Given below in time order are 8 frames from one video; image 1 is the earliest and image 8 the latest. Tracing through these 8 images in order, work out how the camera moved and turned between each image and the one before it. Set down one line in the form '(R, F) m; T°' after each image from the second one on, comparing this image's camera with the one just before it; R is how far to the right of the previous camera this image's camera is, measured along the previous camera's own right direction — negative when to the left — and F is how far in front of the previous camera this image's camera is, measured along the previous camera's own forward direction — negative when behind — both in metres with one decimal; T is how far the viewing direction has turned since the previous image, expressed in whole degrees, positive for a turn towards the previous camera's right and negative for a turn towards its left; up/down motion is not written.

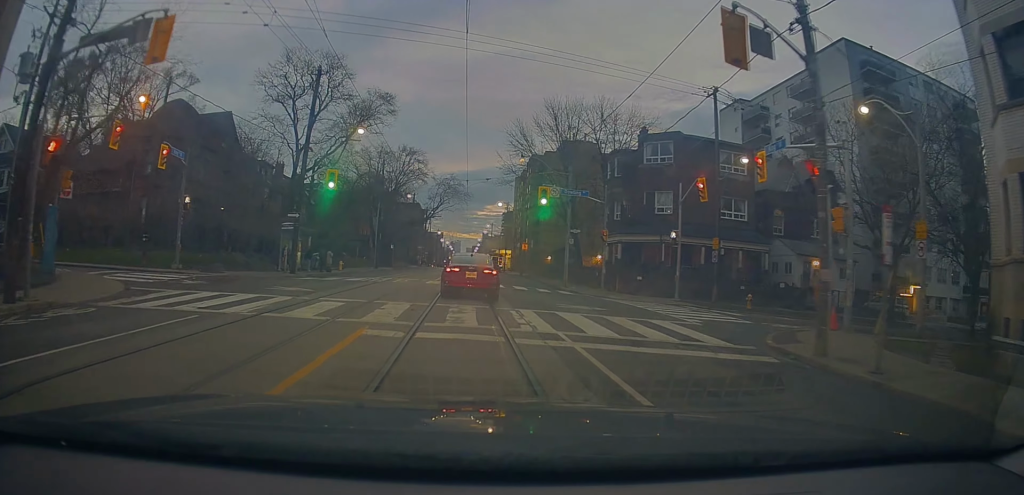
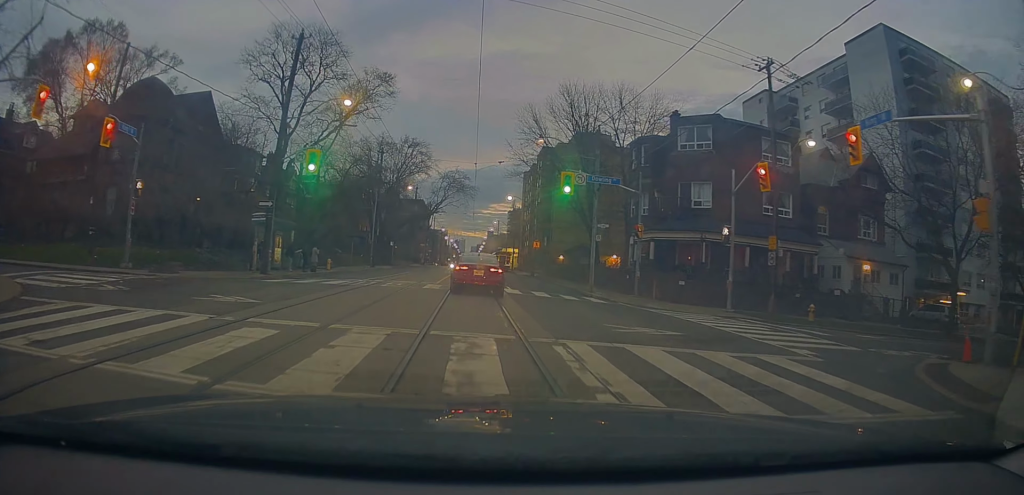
(-0.3, +5.5) m; +1°
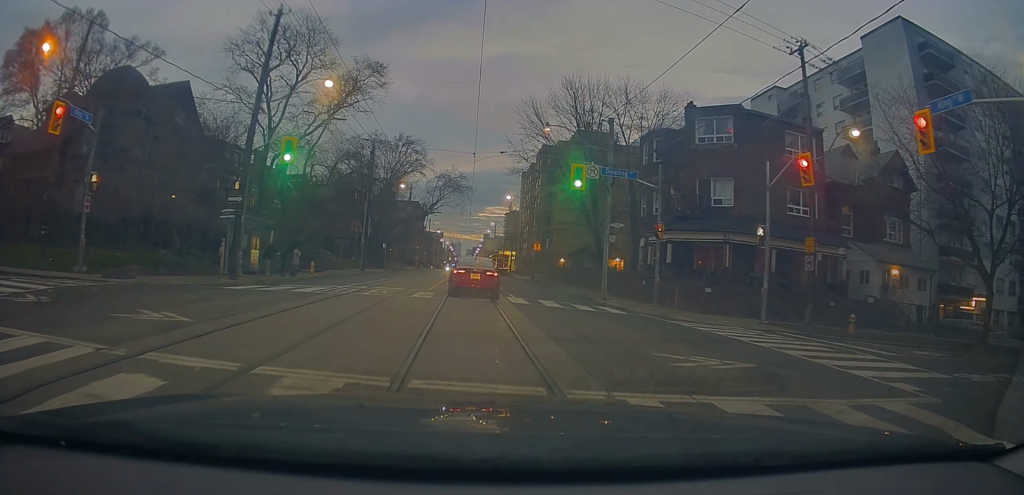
(0.0, +3.3) m; 0°
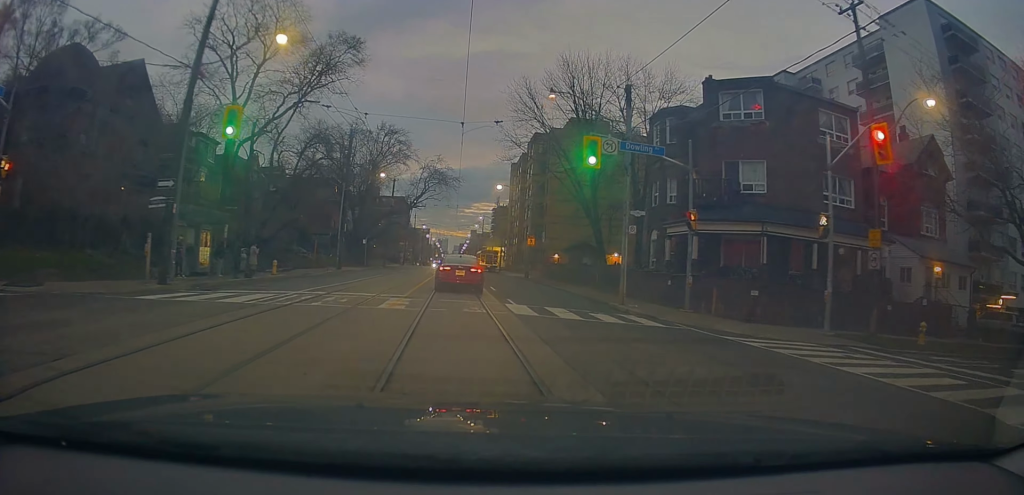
(+0.3, +4.8) m; -1°
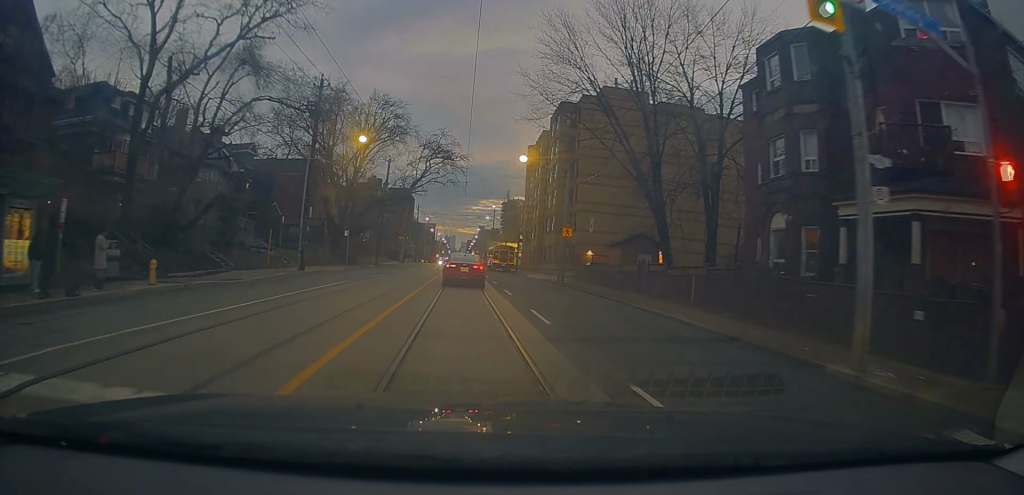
(-0.6, +12.9) m; -1°
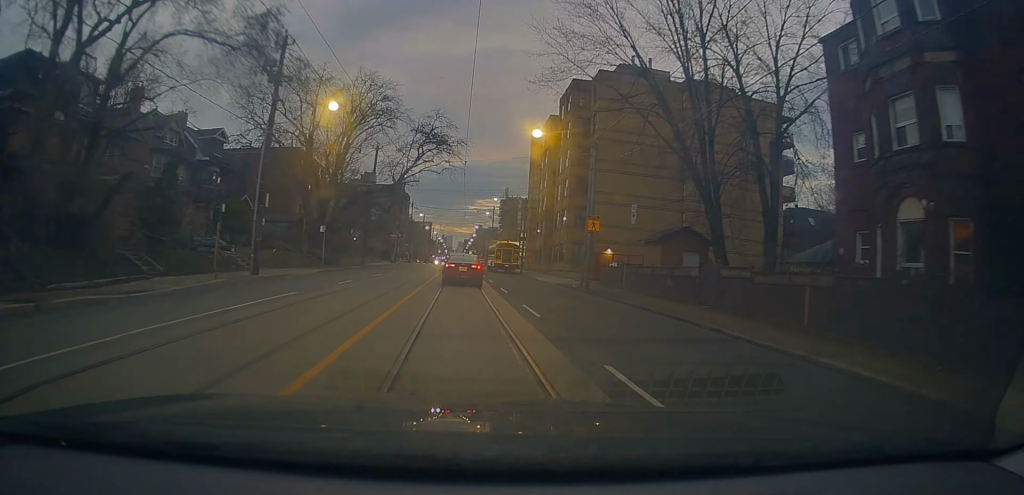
(+0.4, +7.4) m; +1°
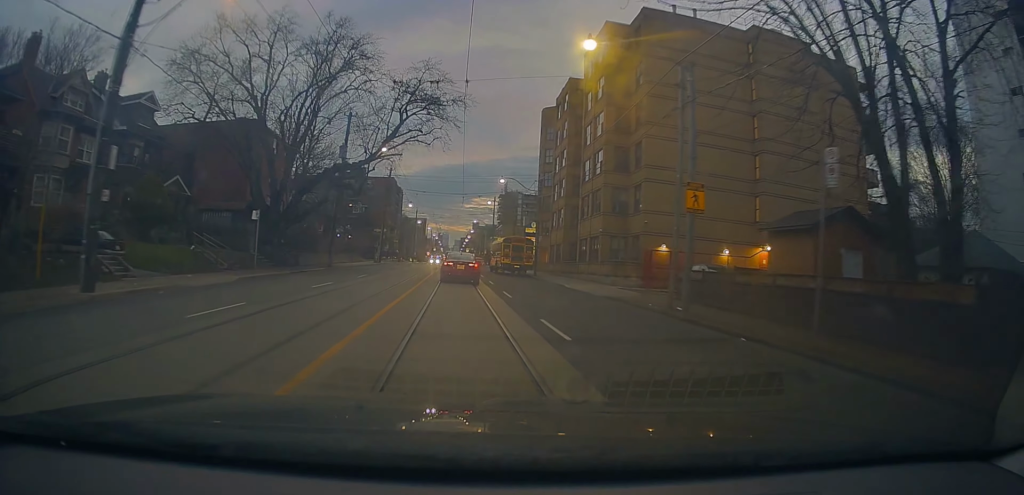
(-0.3, +12.8) m; +1°
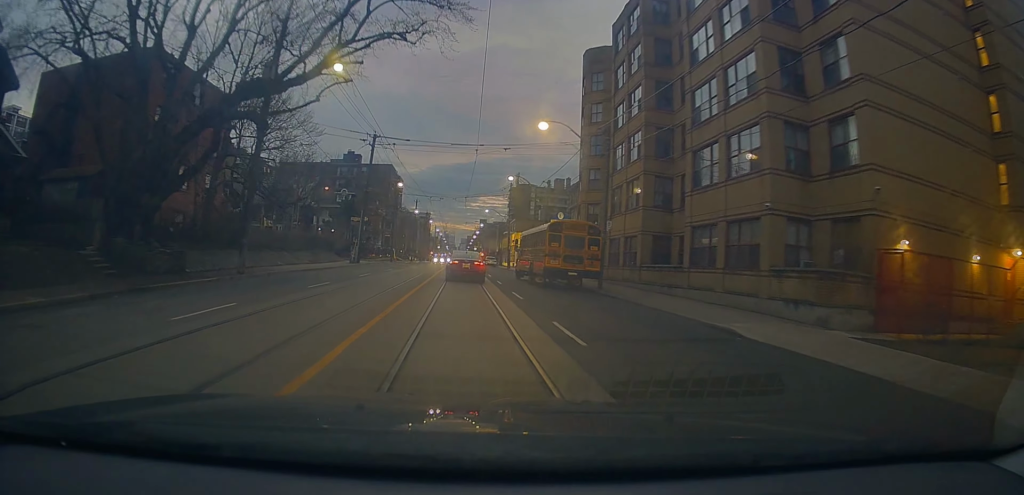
(-0.4, +19.0) m; -3°
